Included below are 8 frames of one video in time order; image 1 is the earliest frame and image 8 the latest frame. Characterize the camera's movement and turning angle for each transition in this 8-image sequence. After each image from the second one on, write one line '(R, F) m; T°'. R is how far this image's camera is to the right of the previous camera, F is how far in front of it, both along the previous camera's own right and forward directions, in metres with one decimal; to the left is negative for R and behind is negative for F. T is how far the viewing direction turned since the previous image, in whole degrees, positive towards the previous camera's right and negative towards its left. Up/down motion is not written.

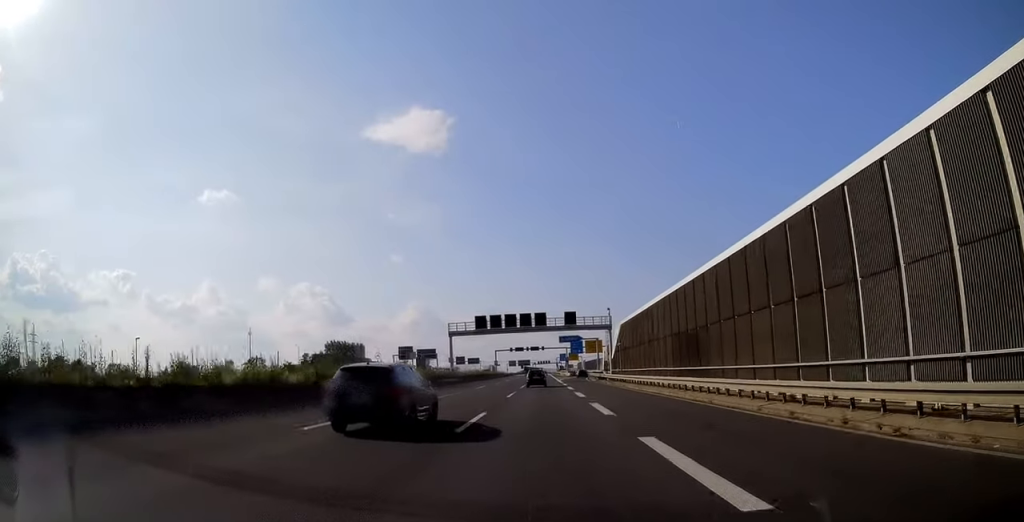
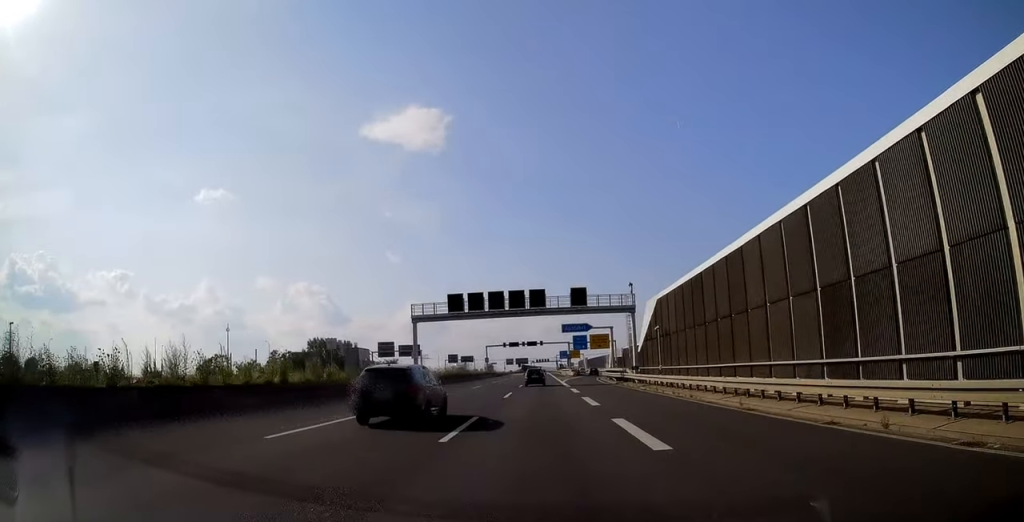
(0.0, +20.0) m; 0°
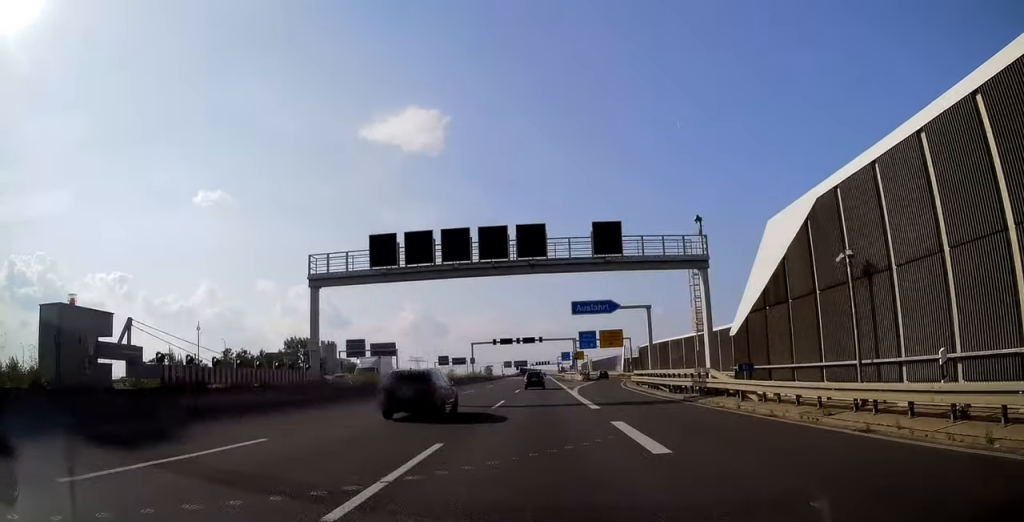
(0.0, +24.3) m; 0°
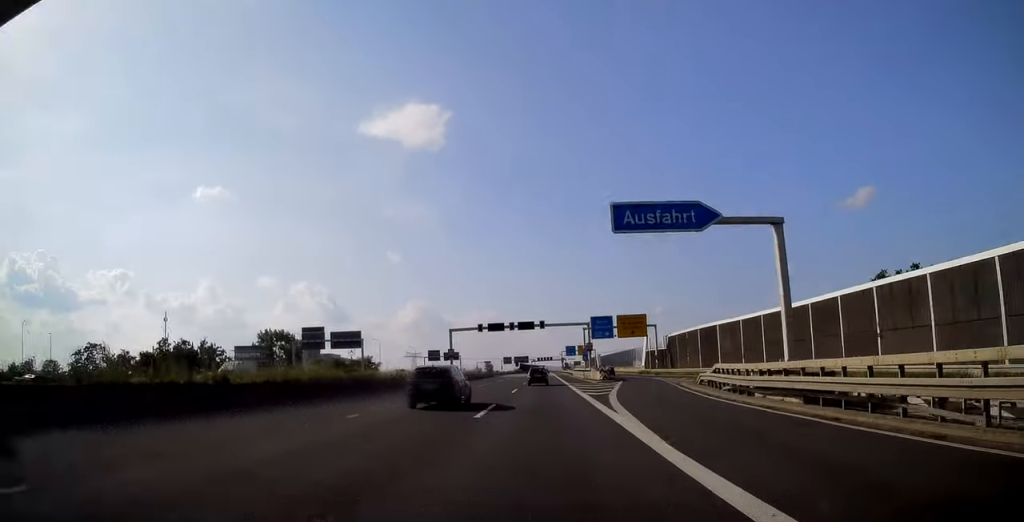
(0.0, +24.1) m; 0°
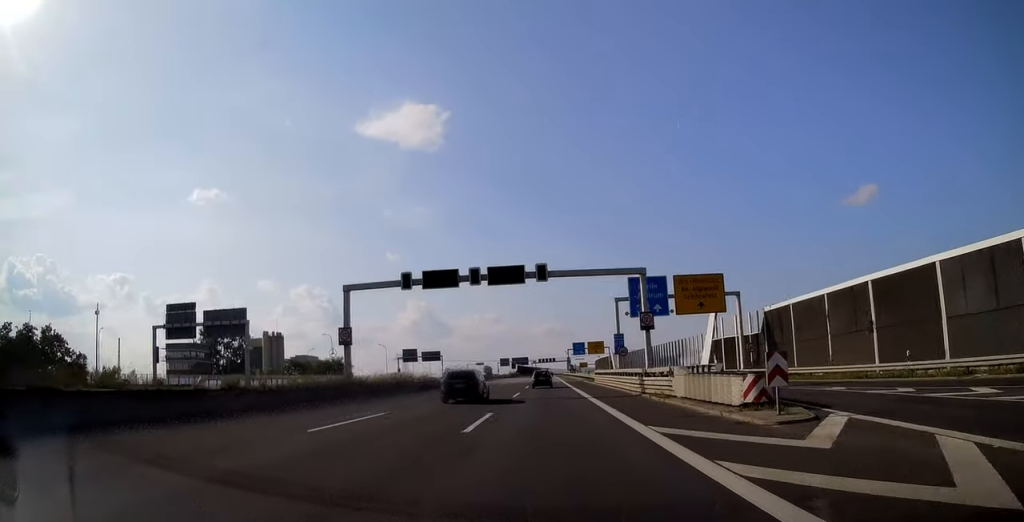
(-0.2, +39.5) m; 0°
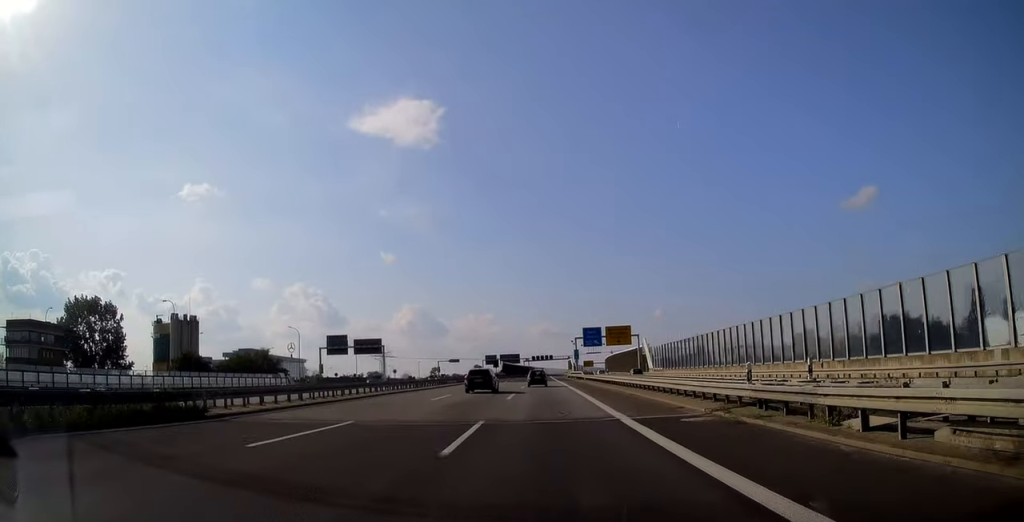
(+0.2, +57.1) m; +1°
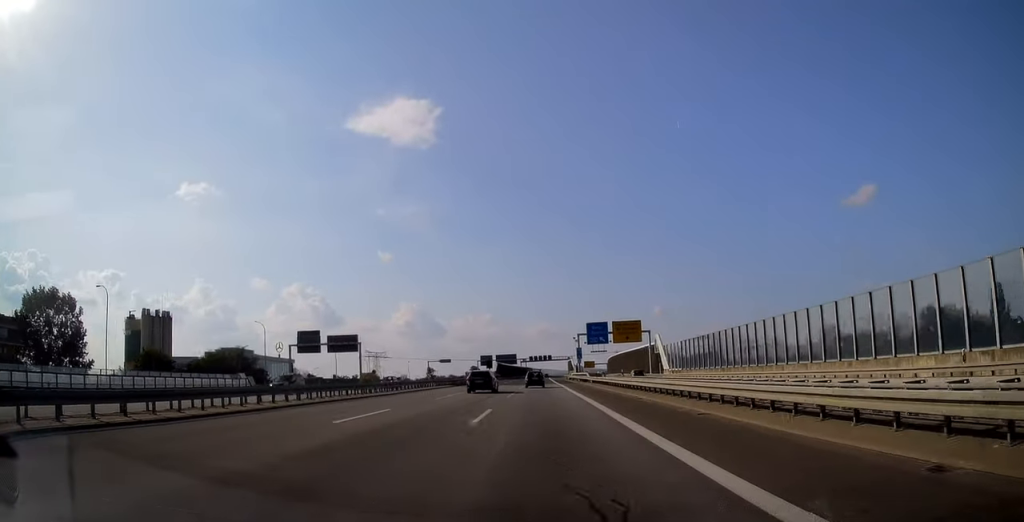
(+0.1, +12.9) m; 0°
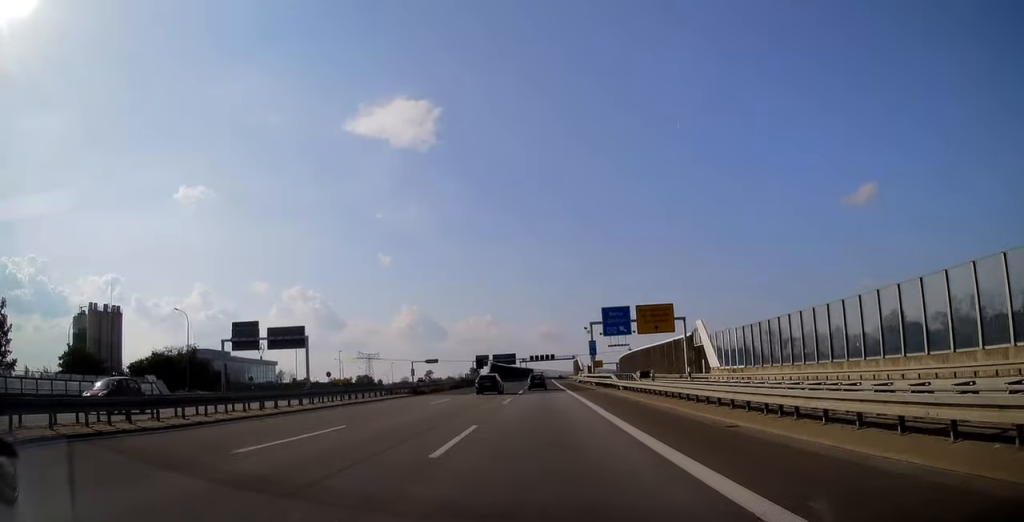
(+0.1, +22.8) m; 0°
